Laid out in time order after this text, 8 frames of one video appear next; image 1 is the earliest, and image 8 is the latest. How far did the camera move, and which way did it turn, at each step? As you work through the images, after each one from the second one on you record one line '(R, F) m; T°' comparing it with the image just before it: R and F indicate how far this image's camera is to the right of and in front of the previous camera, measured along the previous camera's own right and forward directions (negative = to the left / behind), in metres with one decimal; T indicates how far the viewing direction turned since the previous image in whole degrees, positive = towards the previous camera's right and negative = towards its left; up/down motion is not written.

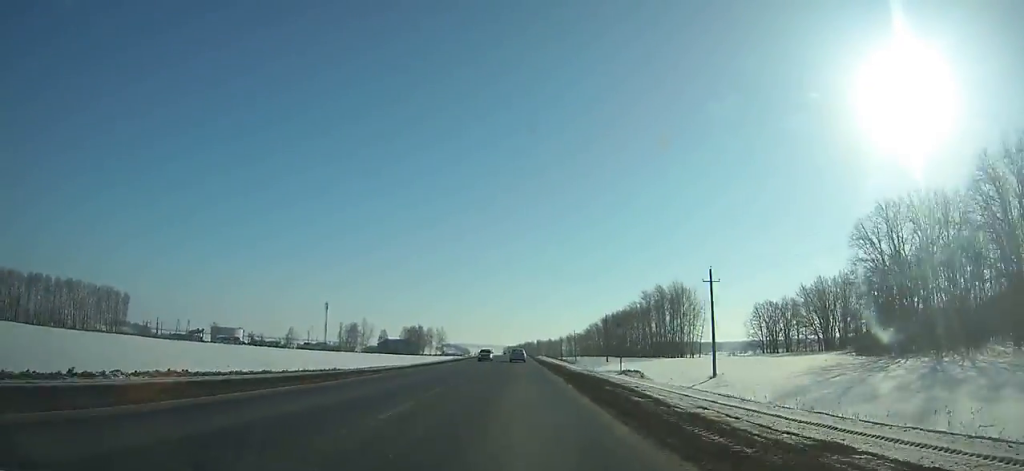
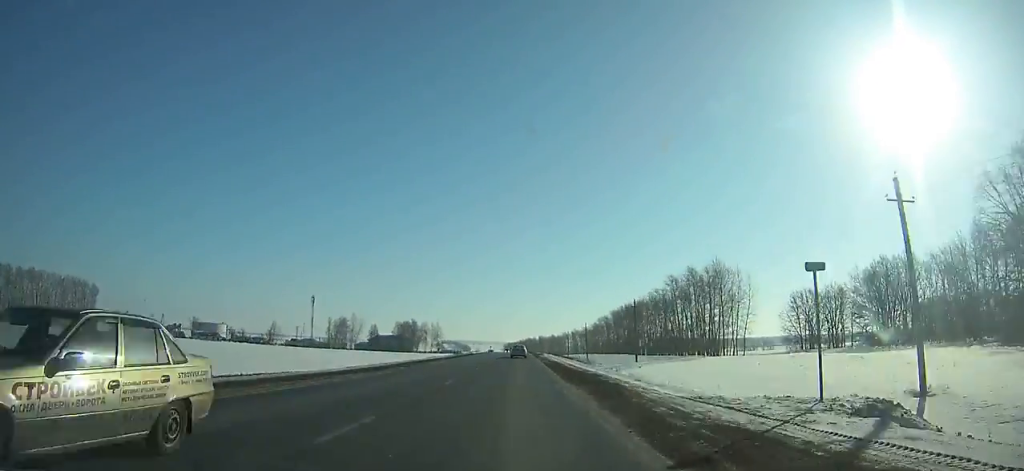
(-0.1, +26.8) m; 0°
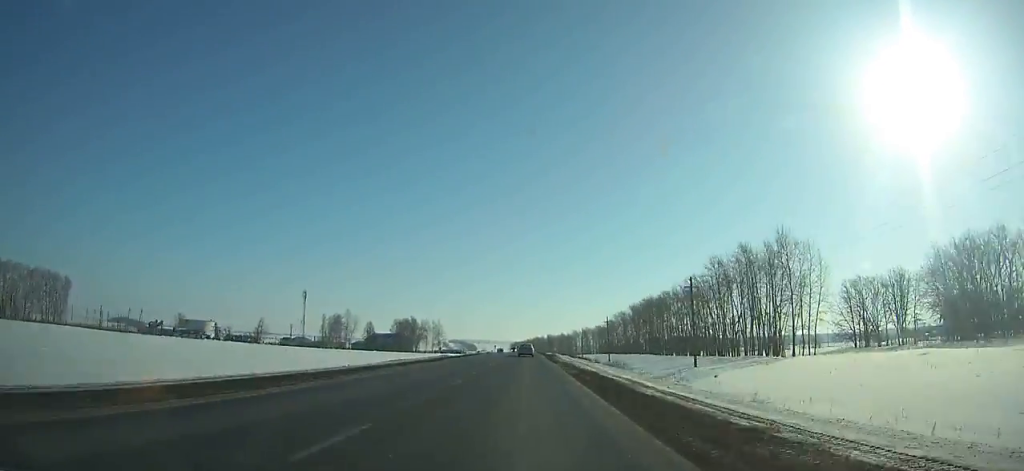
(0.0, +24.7) m; 0°
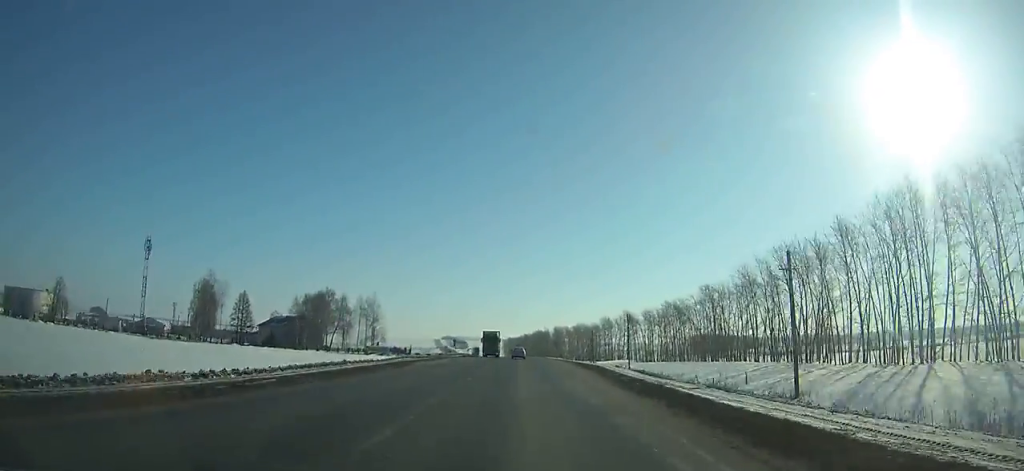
(+0.7, +142.5) m; 0°
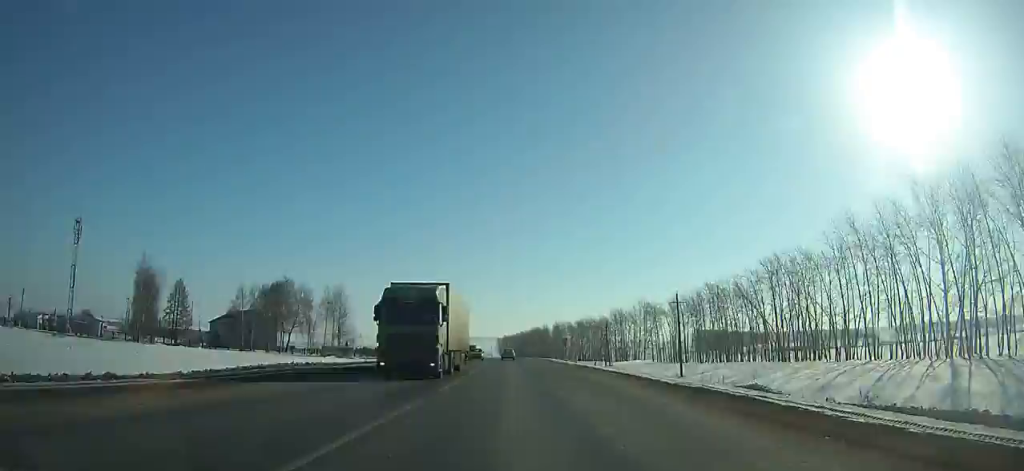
(0.0, +33.5) m; -1°
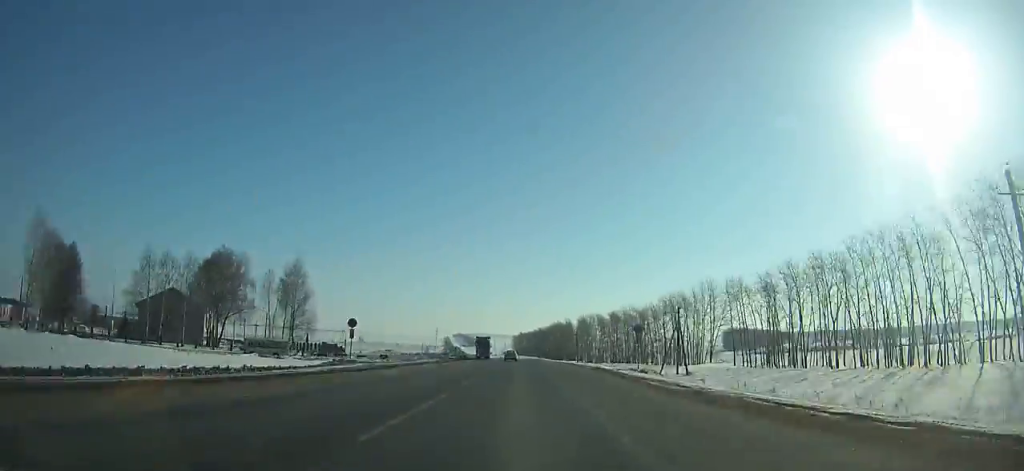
(-0.5, +47.0) m; -1°
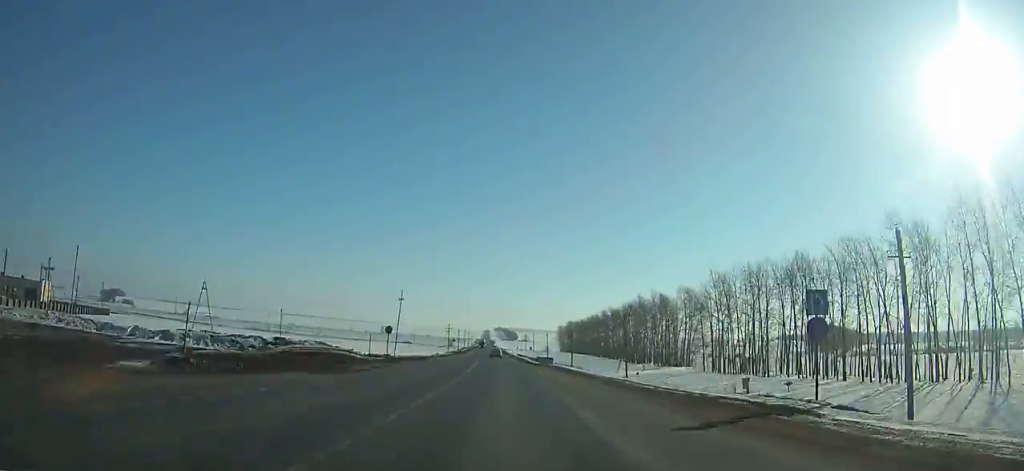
(-4.2, +110.9) m; -5°
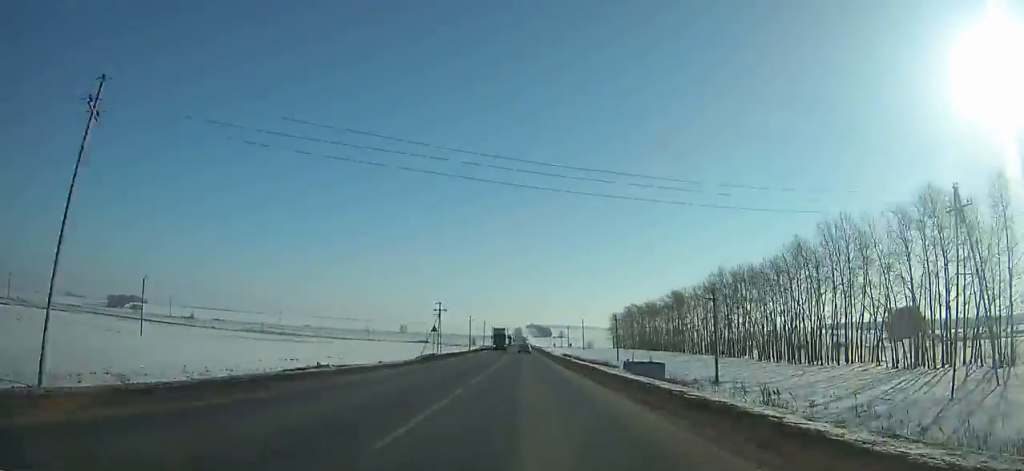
(-2.1, +79.1) m; -2°
